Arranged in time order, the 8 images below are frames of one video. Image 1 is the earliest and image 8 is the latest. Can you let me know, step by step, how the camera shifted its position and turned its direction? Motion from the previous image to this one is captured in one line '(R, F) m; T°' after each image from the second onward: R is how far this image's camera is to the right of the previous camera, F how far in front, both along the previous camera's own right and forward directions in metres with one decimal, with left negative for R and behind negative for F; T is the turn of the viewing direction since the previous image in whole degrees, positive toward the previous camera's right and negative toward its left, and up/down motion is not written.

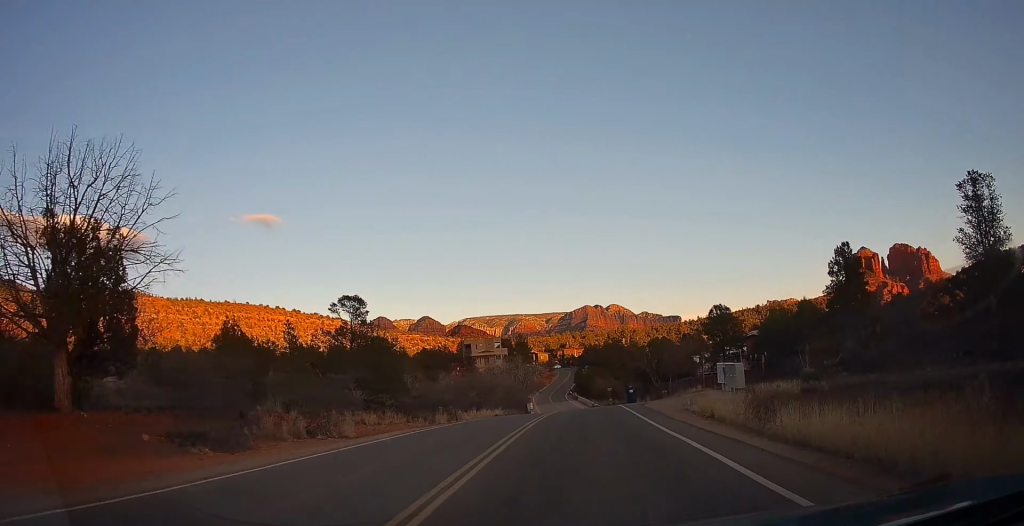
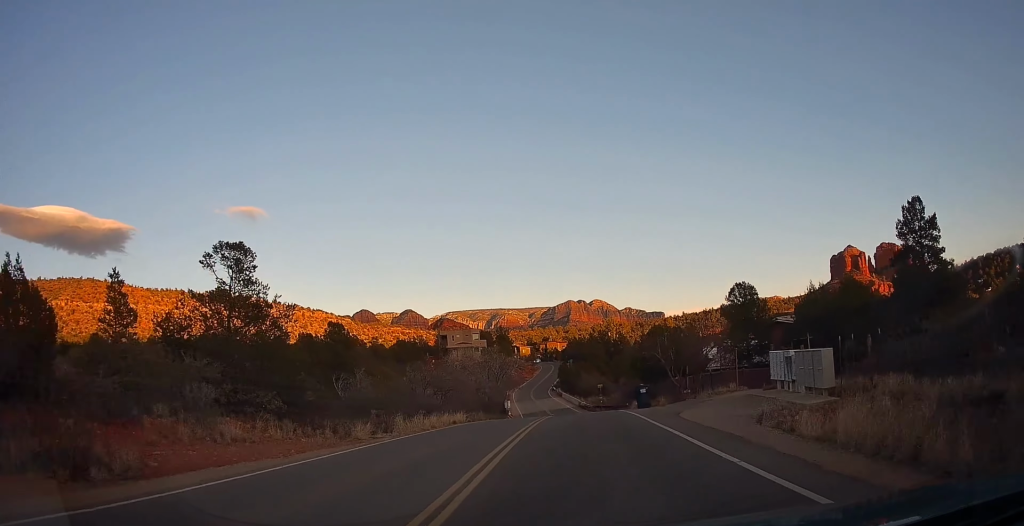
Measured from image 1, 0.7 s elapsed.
(+0.3, +10.9) m; +2°
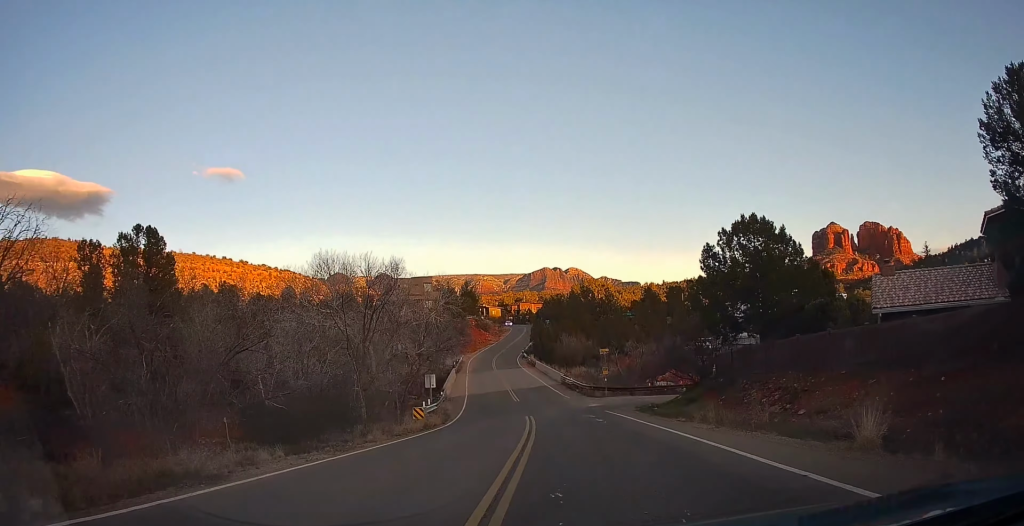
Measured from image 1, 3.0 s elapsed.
(+0.6, +33.2) m; +2°
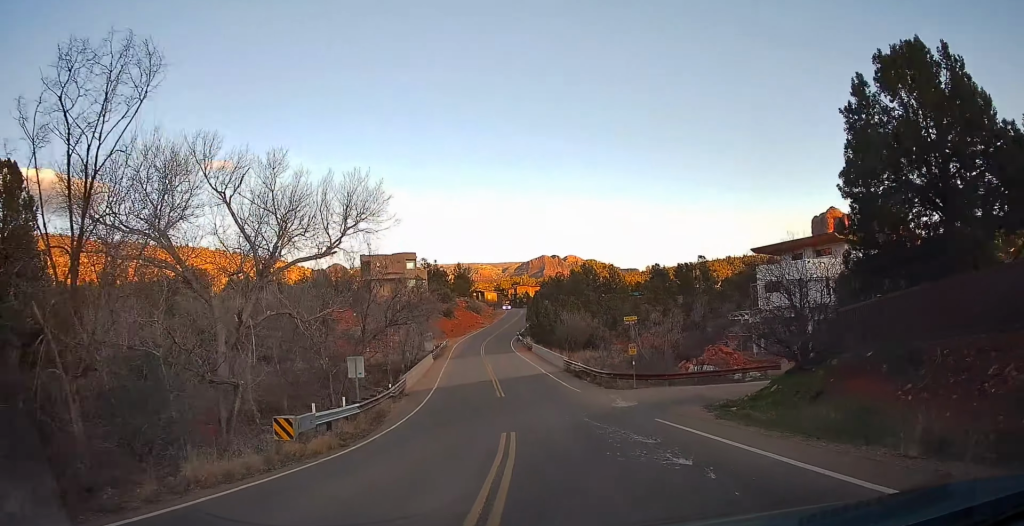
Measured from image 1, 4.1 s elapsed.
(-0.1, +13.6) m; -1°
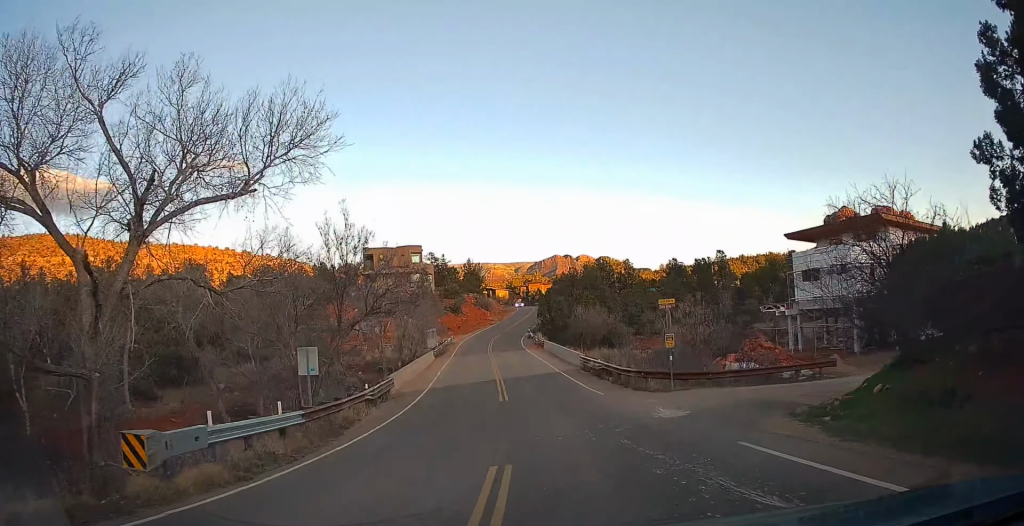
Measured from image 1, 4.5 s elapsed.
(0.0, +5.6) m; -1°
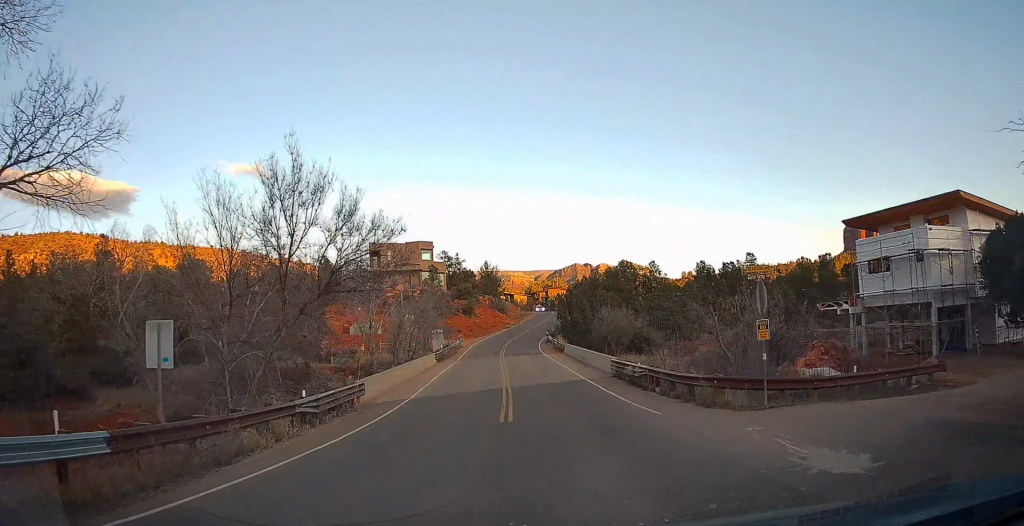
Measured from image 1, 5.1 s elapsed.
(-0.1, +7.8) m; 0°
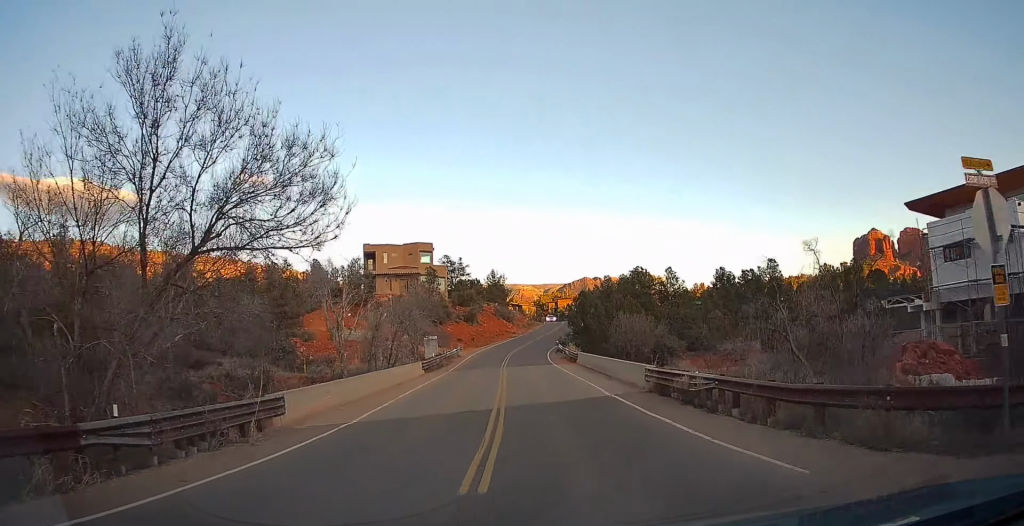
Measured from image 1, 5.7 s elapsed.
(0.0, +7.8) m; 0°
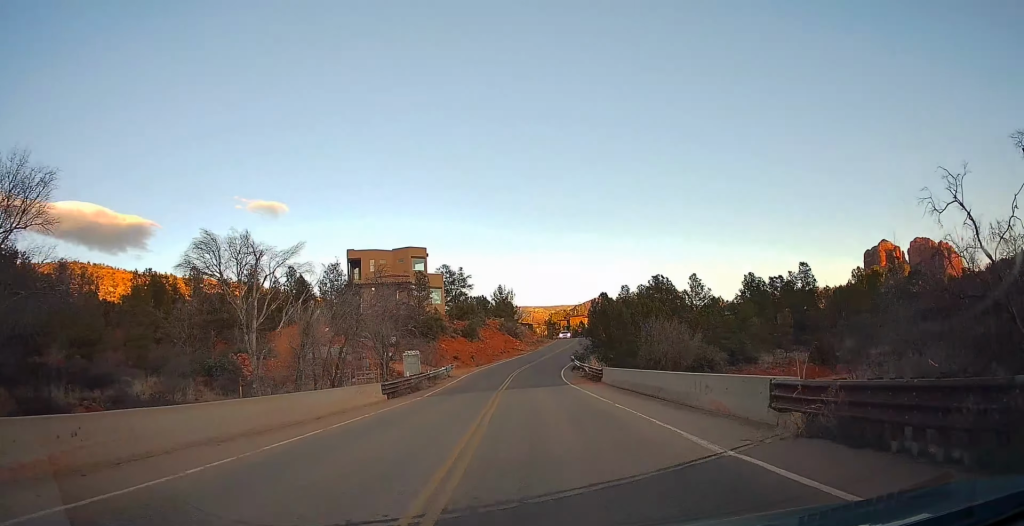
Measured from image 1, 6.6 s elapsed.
(0.0, +11.2) m; -1°
